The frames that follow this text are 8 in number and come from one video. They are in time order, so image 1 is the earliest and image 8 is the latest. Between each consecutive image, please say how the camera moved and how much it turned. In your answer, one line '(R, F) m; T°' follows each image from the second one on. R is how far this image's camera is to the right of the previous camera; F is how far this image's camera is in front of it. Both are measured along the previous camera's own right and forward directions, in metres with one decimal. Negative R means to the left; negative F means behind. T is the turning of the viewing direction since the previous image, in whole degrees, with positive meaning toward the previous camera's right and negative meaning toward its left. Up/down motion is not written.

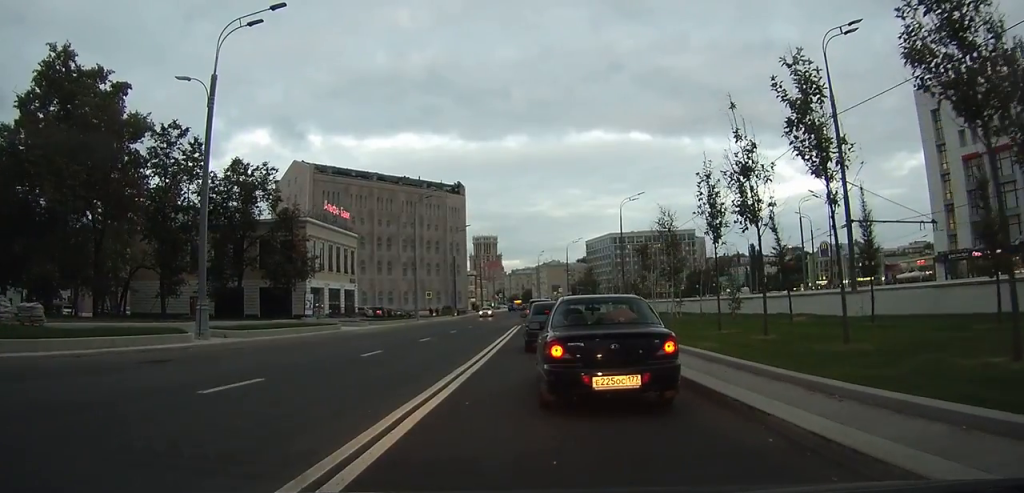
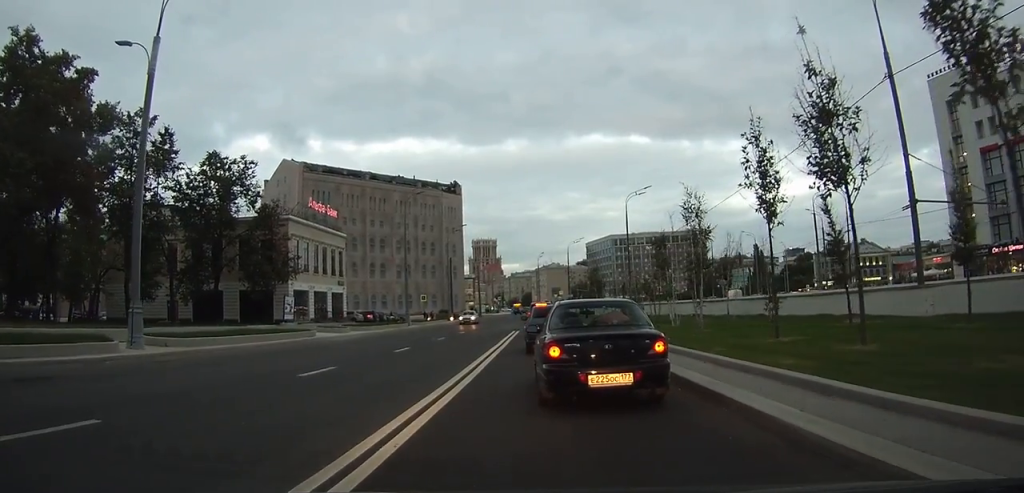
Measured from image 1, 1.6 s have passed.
(-0.3, +4.6) m; -2°
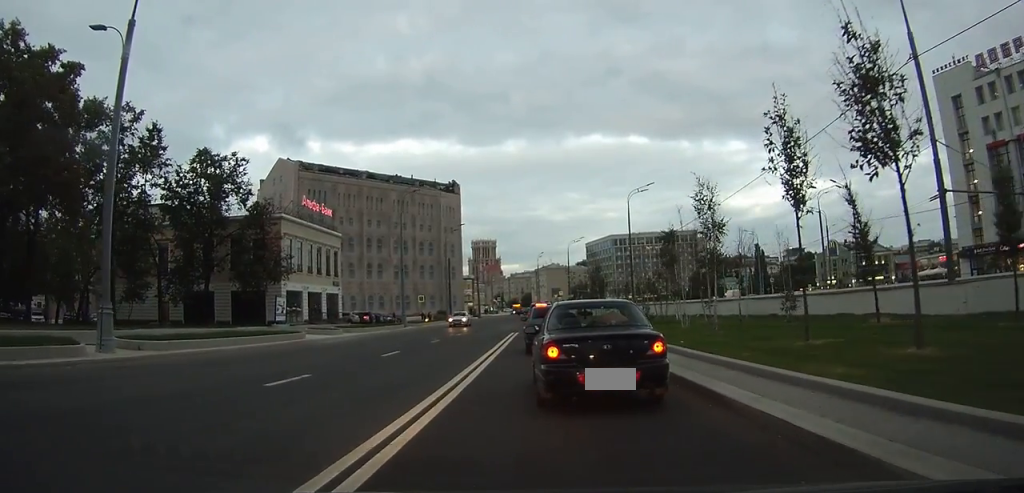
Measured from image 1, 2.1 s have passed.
(0.0, +1.5) m; +1°
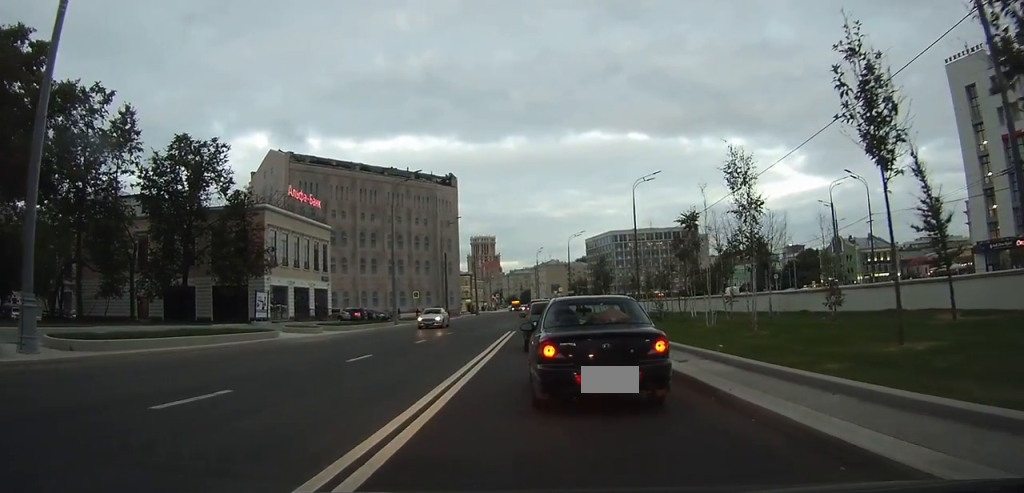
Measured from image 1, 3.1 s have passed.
(+0.1, +3.1) m; +5°
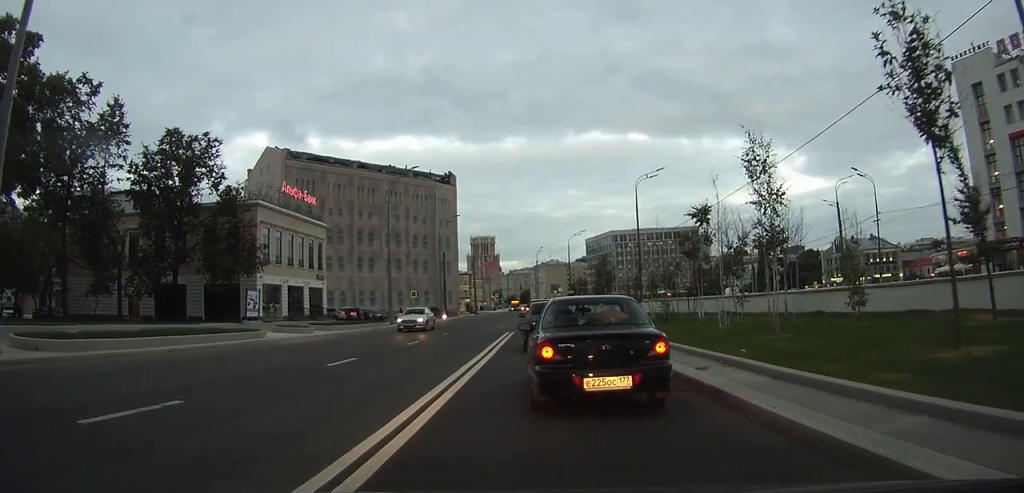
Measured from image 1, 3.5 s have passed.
(0.0, +1.3) m; +1°
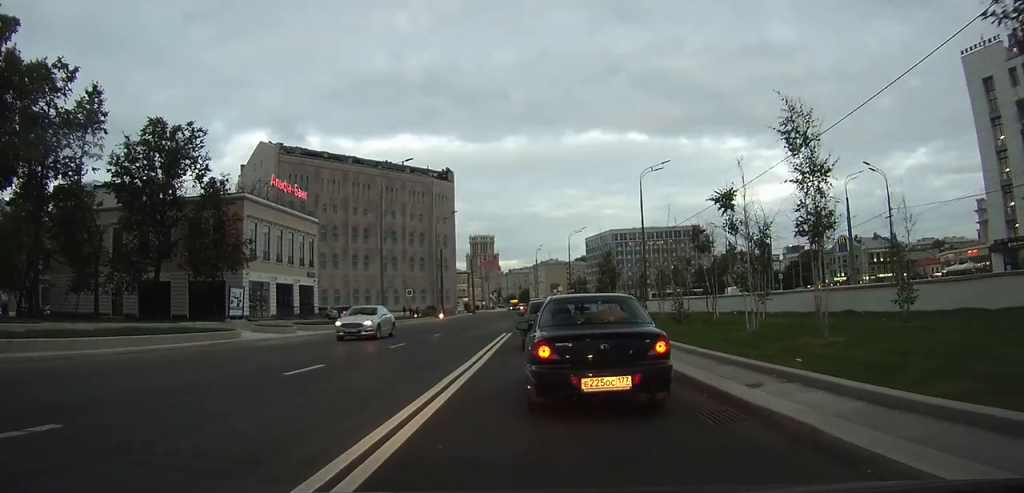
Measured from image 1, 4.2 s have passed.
(+0.1, +2.4) m; 0°
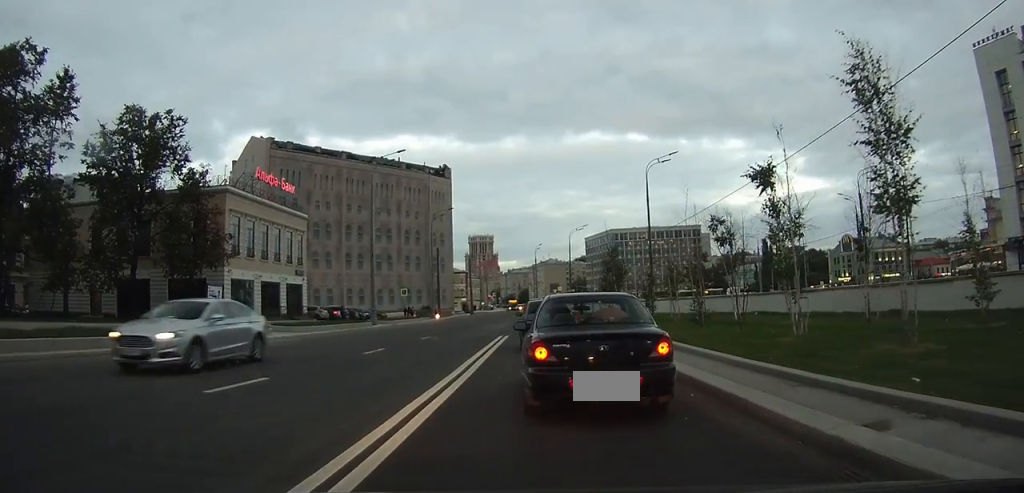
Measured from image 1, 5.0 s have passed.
(-0.1, +2.9) m; -2°
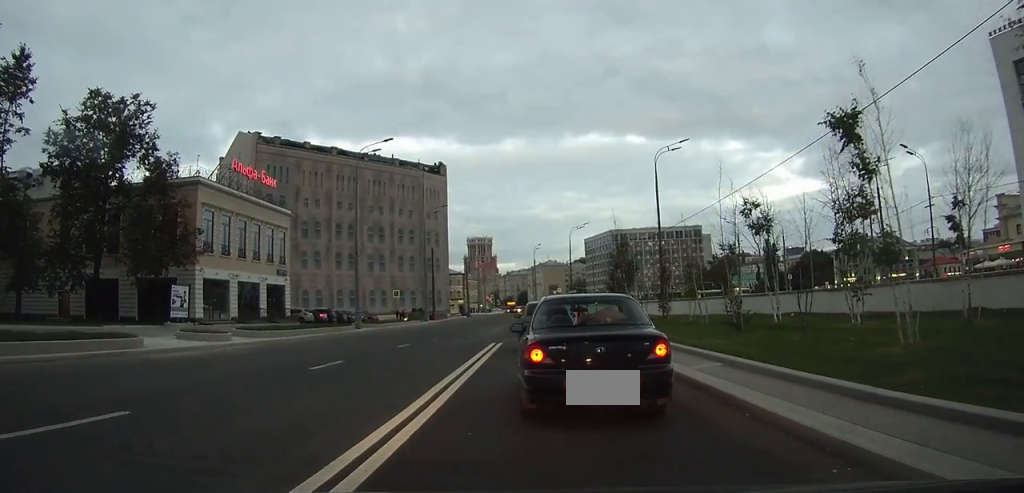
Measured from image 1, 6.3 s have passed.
(-0.1, +4.0) m; -2°
